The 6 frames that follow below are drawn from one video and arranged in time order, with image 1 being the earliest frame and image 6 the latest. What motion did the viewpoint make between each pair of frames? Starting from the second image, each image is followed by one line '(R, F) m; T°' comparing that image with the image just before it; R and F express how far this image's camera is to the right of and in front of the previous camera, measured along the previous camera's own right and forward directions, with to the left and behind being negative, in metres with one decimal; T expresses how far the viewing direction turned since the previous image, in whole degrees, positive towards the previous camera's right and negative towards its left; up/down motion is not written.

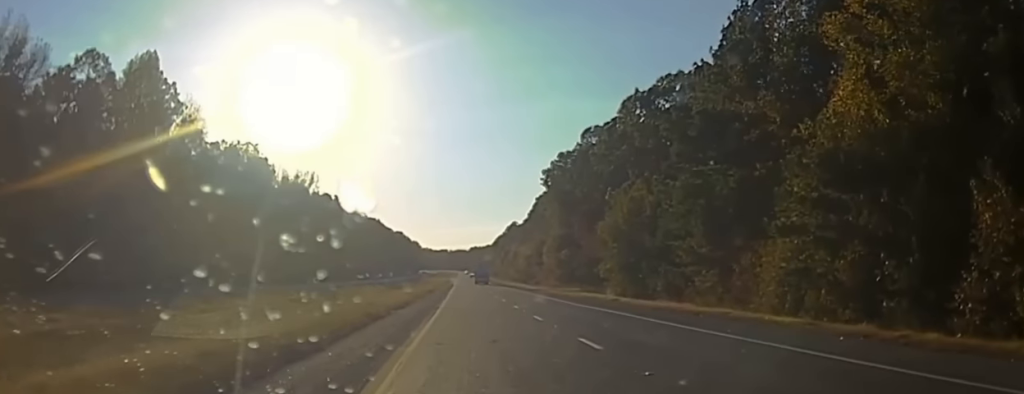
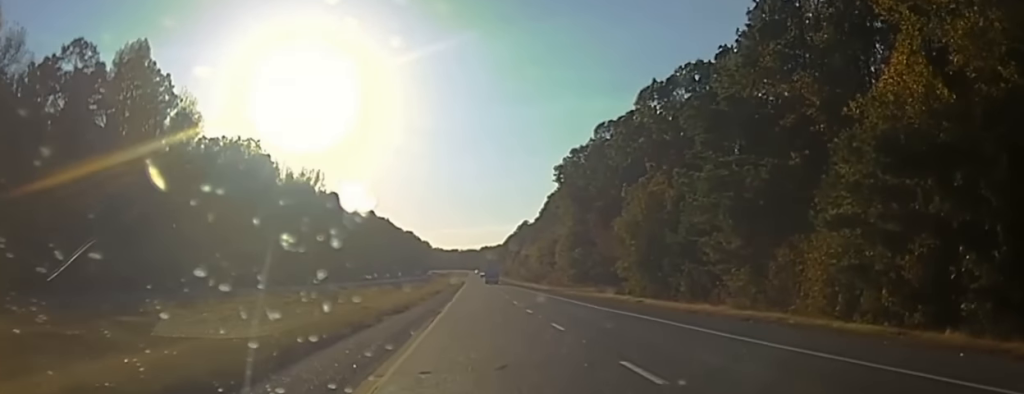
(0.0, +5.6) m; 0°
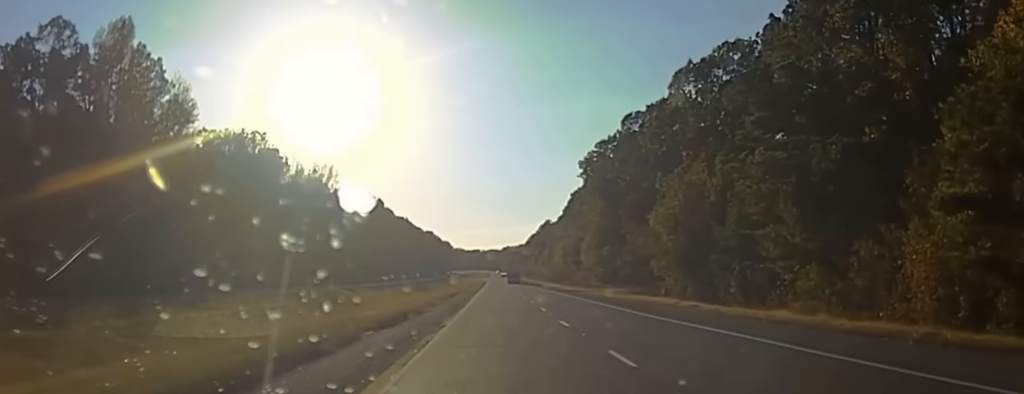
(-0.1, +8.8) m; -1°
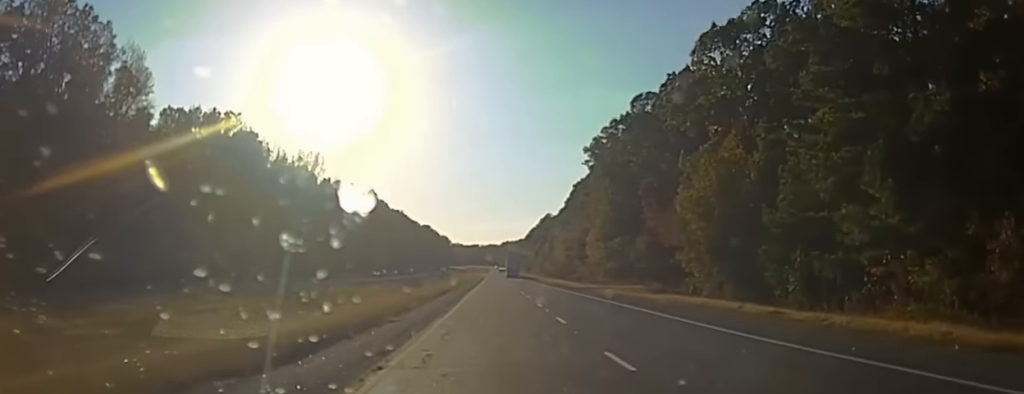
(-0.1, +12.3) m; -1°
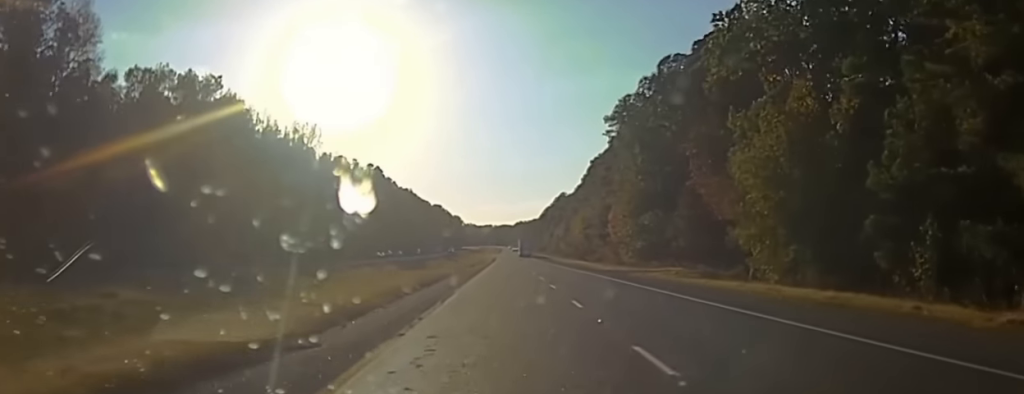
(-0.2, +12.8) m; 0°
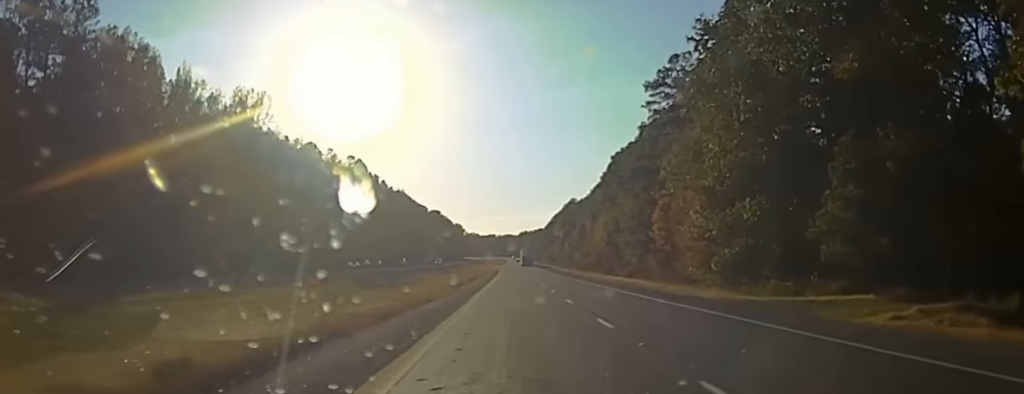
(-0.8, +38.6) m; -1°
